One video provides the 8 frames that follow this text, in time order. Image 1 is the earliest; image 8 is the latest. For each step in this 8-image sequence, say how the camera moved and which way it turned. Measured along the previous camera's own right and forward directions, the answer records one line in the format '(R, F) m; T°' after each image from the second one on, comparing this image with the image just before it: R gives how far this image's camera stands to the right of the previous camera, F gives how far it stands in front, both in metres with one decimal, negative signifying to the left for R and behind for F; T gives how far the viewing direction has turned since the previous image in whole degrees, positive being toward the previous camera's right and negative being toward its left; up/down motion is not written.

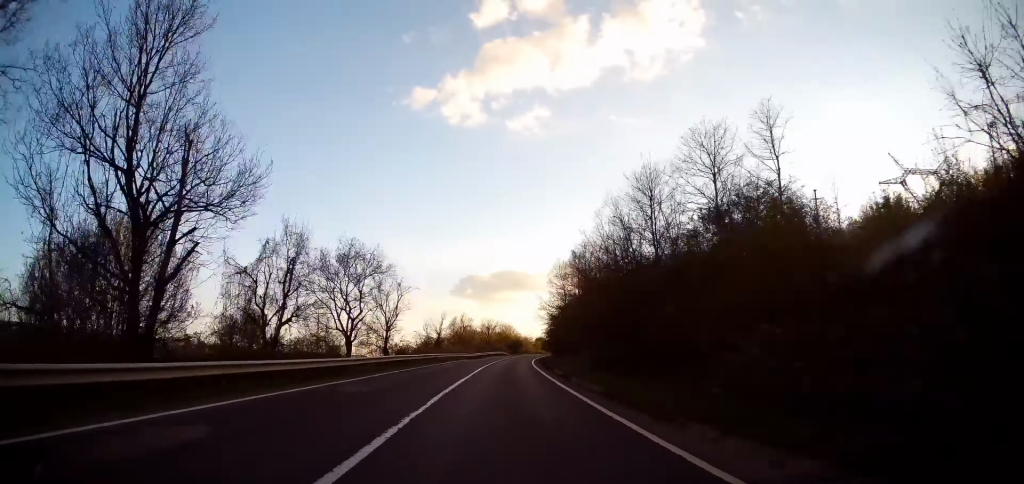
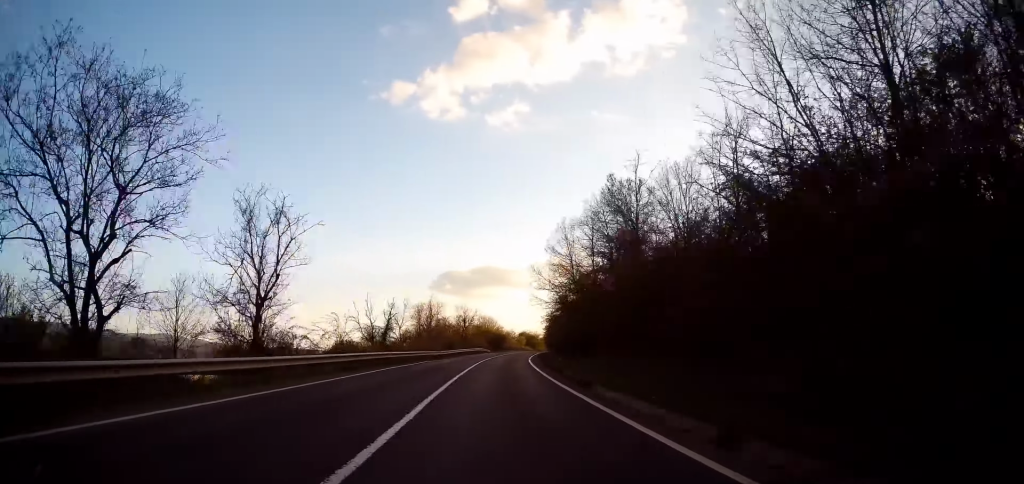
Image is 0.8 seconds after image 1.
(+0.5, +21.3) m; +2°
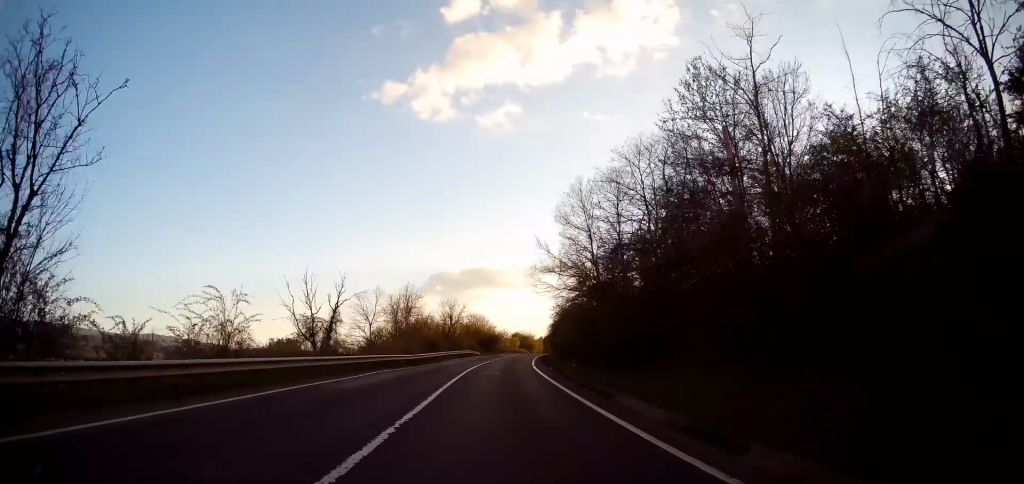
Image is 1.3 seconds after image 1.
(+0.1, +12.6) m; +1°
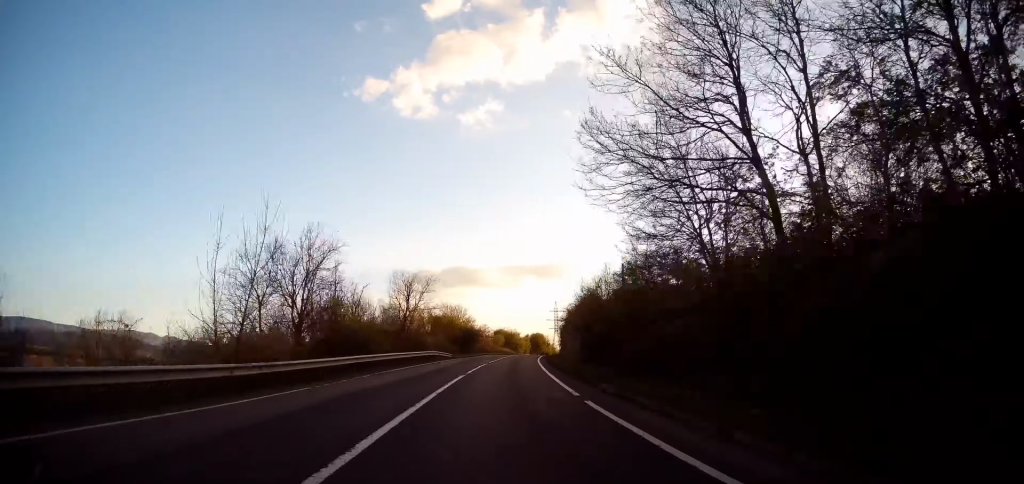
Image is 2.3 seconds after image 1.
(+0.4, +24.1) m; +2°
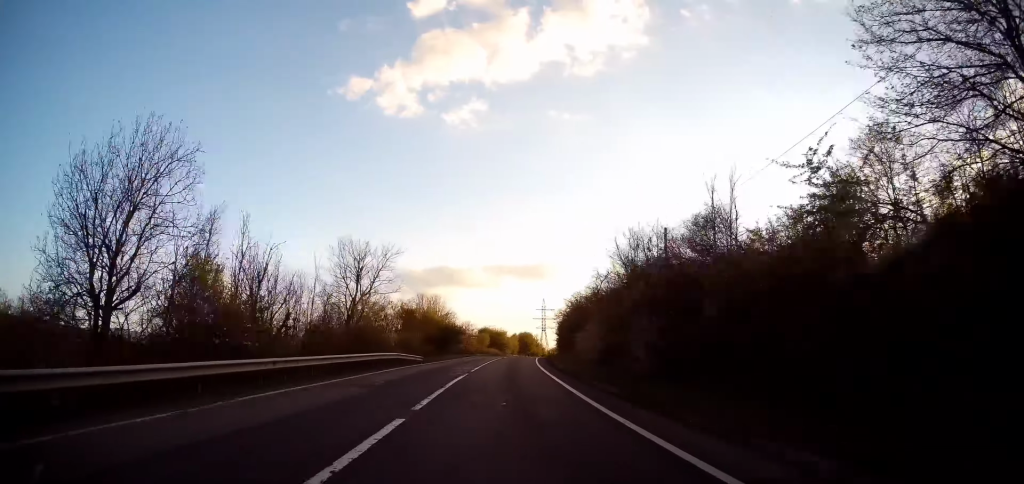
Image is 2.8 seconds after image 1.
(+0.2, +13.1) m; +1°
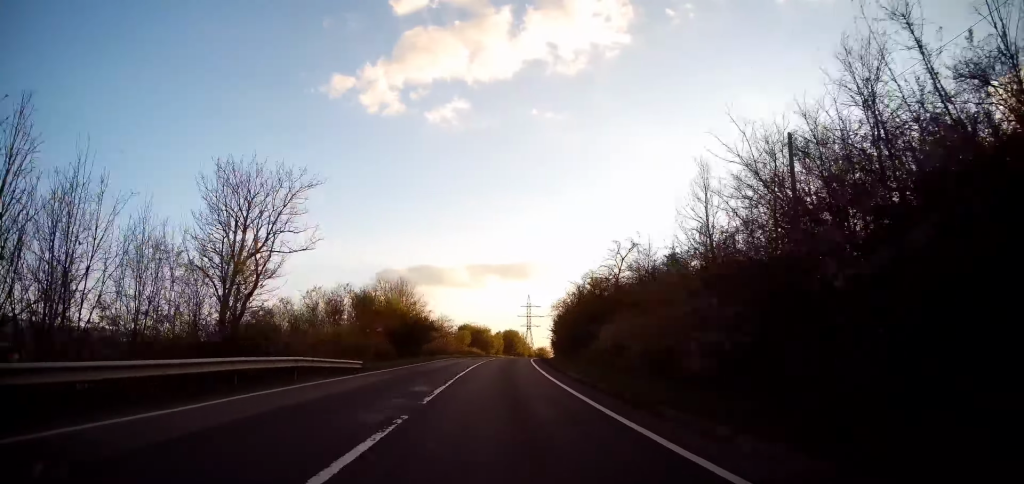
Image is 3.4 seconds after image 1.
(+0.1, +13.7) m; +1°
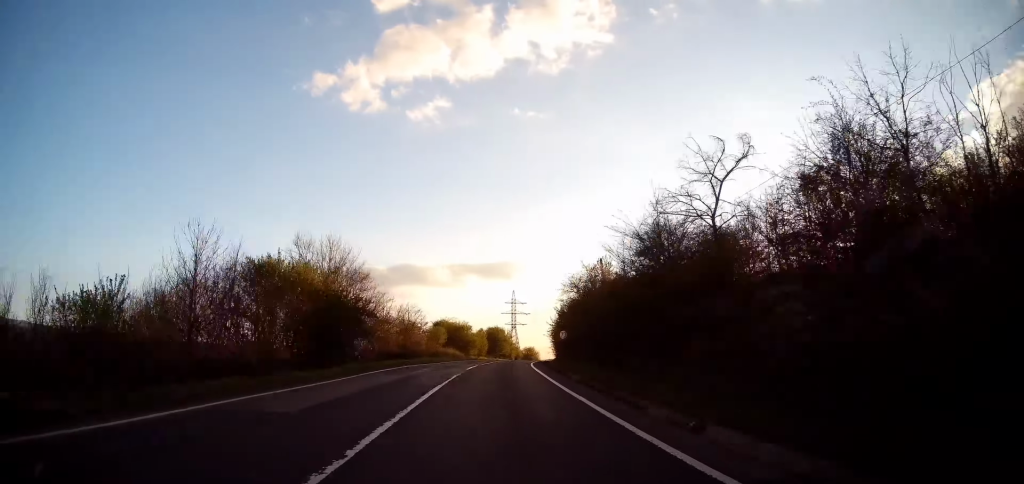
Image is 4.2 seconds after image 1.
(0.0, +18.5) m; +2°
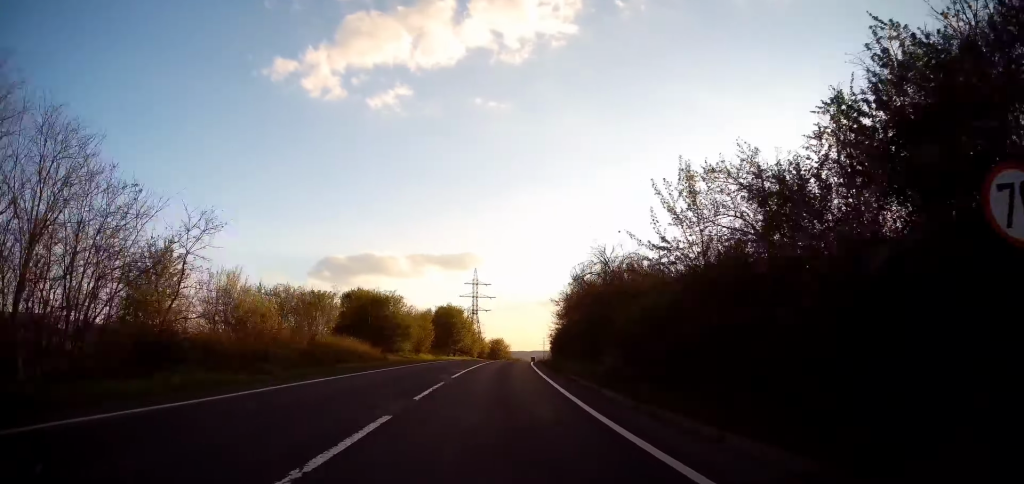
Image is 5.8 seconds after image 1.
(+2.3, +40.6) m; +5°
